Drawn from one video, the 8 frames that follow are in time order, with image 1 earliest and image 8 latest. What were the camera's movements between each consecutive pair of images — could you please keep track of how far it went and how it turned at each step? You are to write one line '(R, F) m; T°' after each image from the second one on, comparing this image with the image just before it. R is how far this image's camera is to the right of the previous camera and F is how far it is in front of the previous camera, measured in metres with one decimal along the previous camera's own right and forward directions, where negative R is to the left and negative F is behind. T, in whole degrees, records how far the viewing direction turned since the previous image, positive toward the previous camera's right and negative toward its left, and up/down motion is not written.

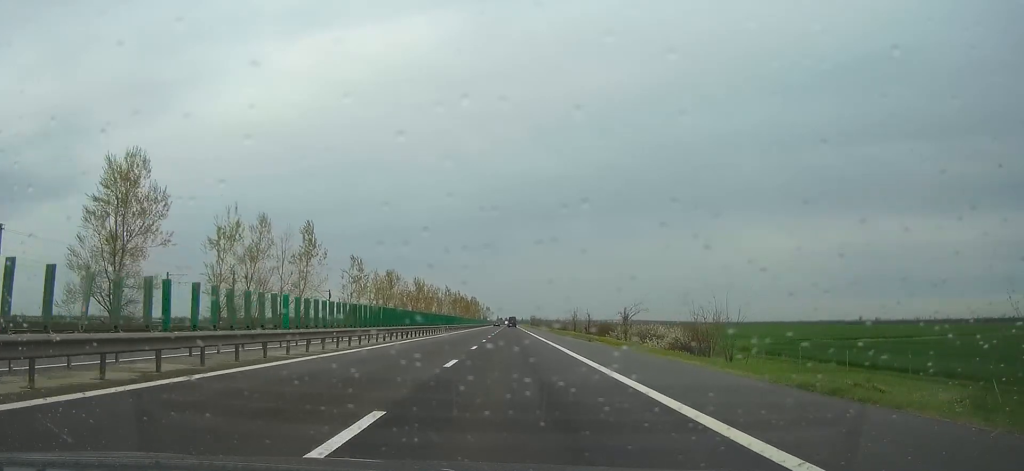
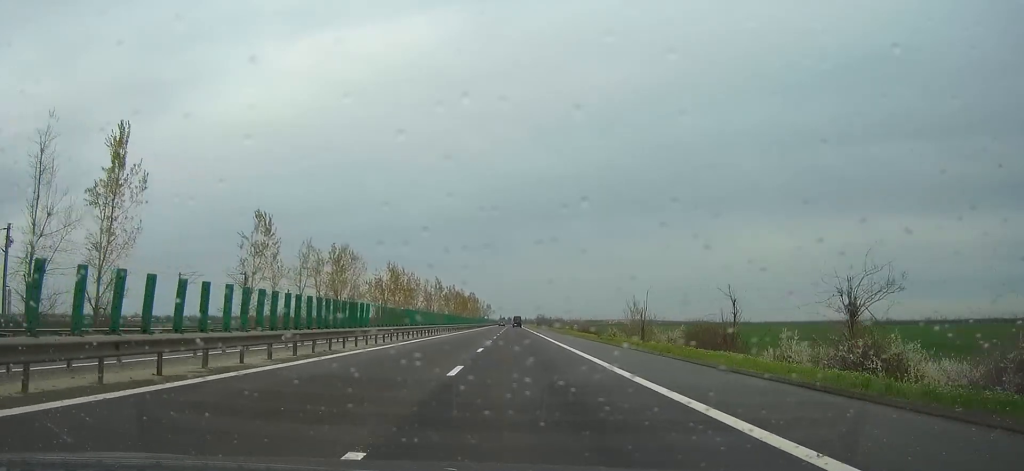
(0.0, +60.2) m; 0°
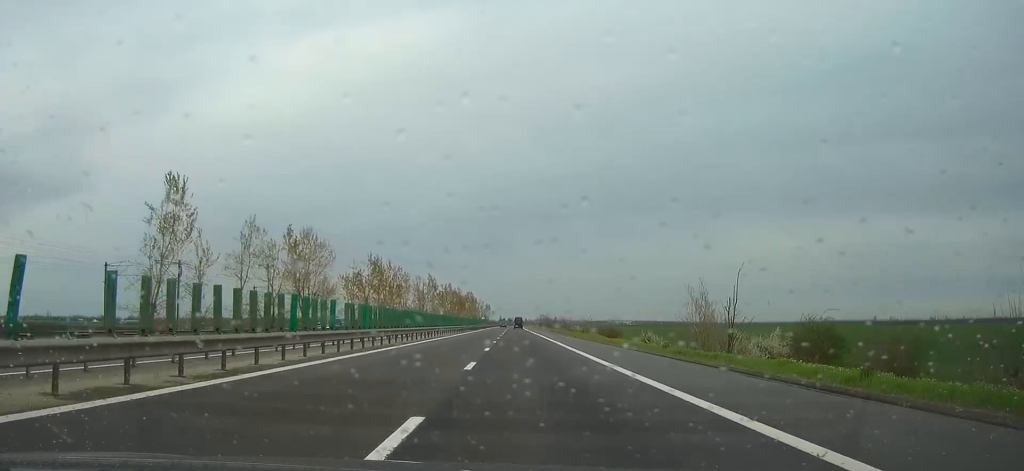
(0.0, +23.8) m; 0°
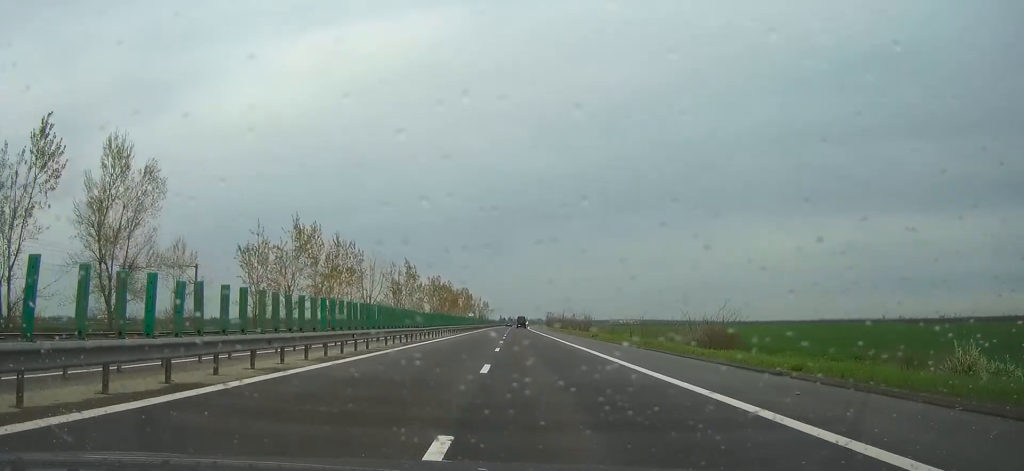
(0.0, +50.9) m; 0°
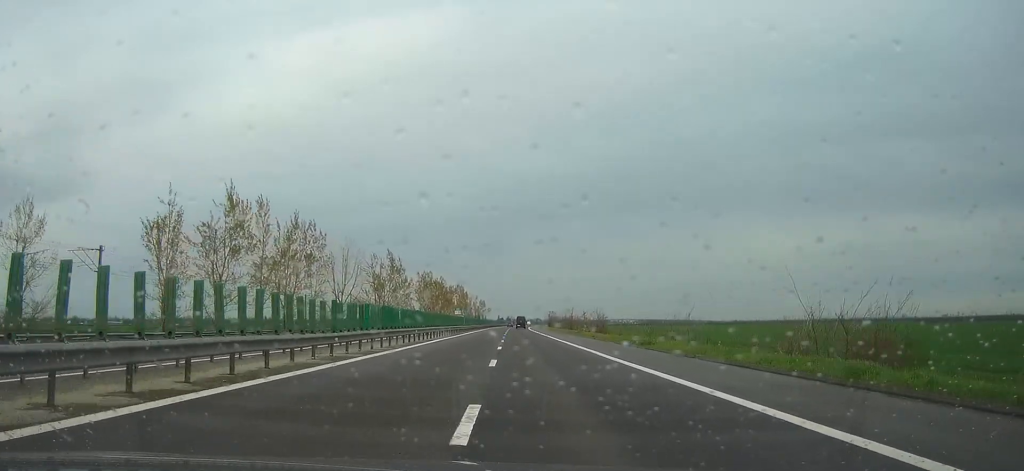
(0.0, +21.5) m; 0°
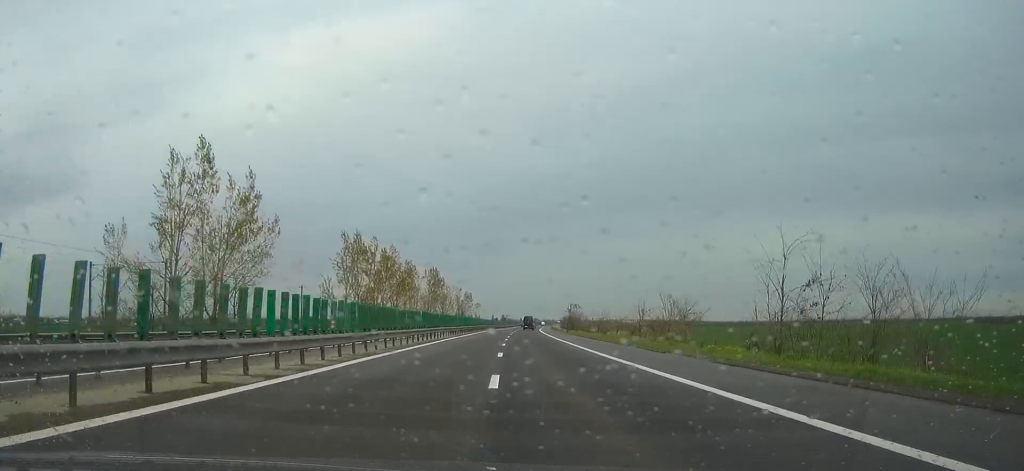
(+0.3, +88.9) m; +1°
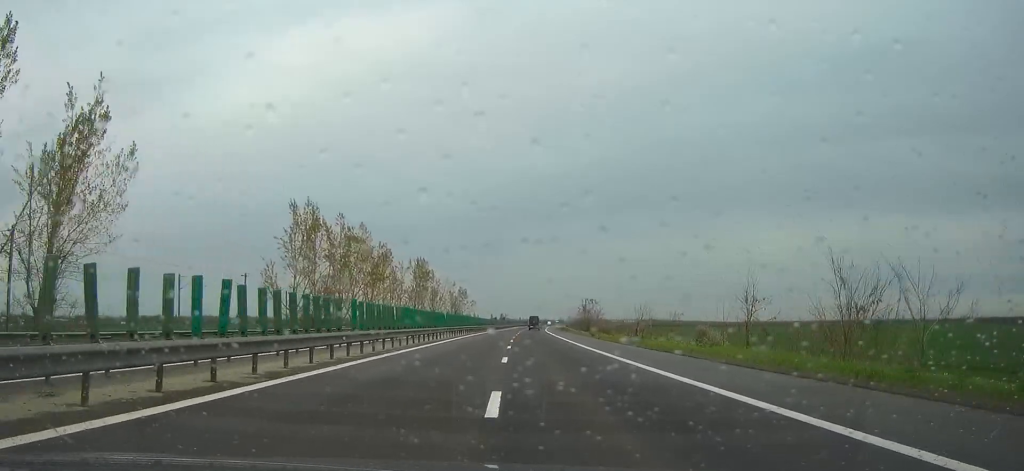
(0.0, +27.6) m; 0°
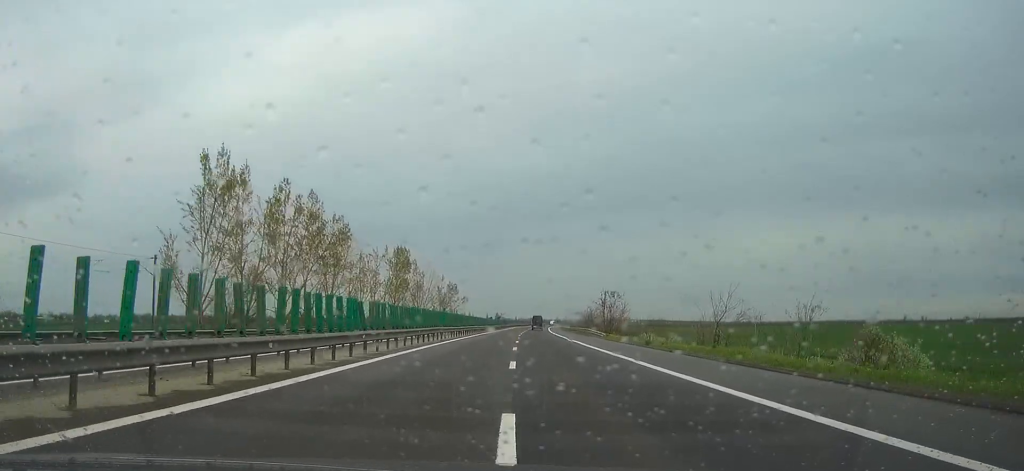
(+0.1, +26.4) m; 0°
